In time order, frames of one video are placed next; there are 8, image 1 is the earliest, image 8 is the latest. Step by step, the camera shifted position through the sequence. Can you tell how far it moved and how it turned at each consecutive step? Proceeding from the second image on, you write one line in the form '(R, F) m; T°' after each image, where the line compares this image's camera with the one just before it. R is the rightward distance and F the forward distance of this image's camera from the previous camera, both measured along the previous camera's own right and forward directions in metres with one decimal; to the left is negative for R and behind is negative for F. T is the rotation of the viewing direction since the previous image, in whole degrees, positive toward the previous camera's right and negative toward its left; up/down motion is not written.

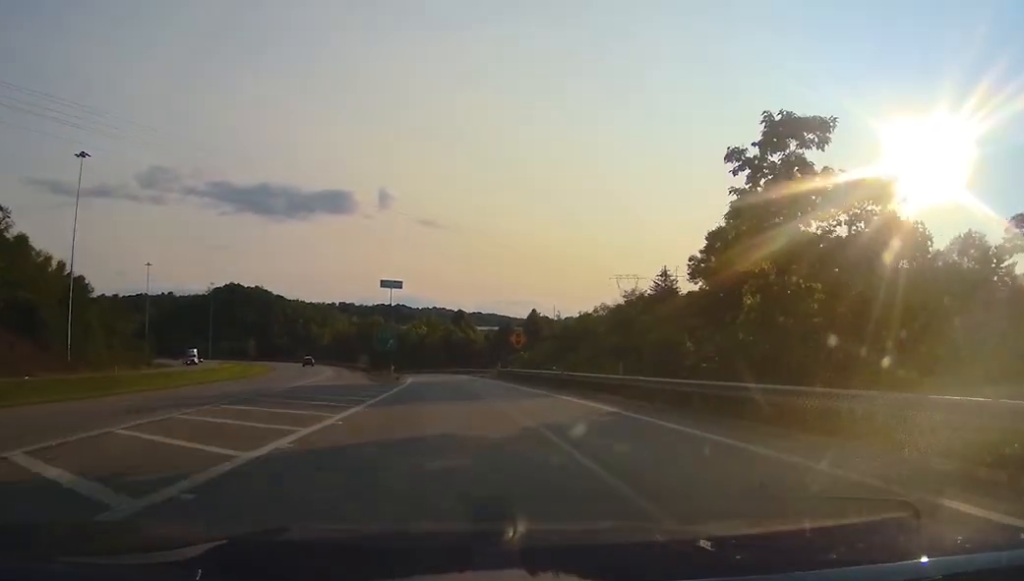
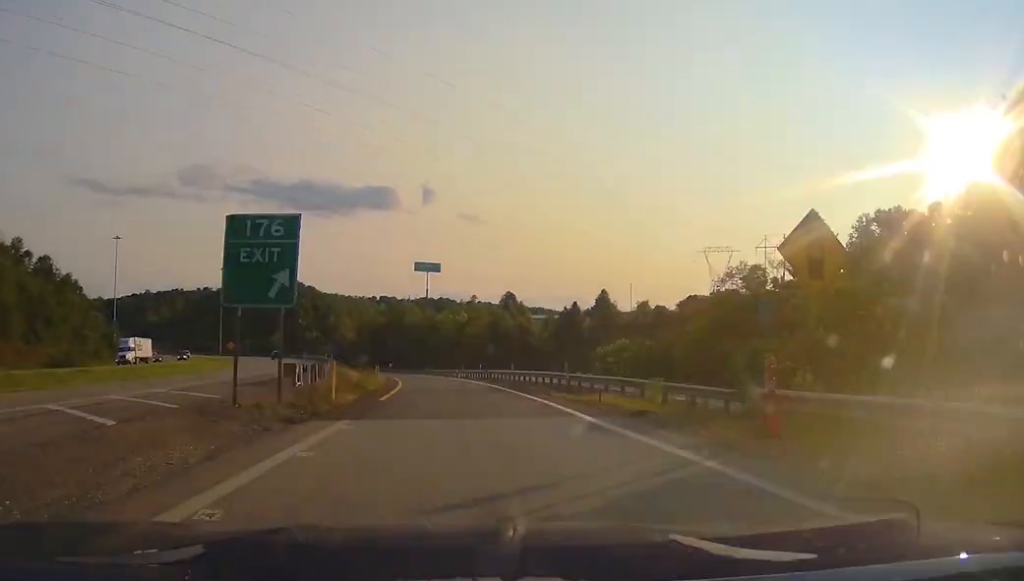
(-2.0, +44.2) m; -6°
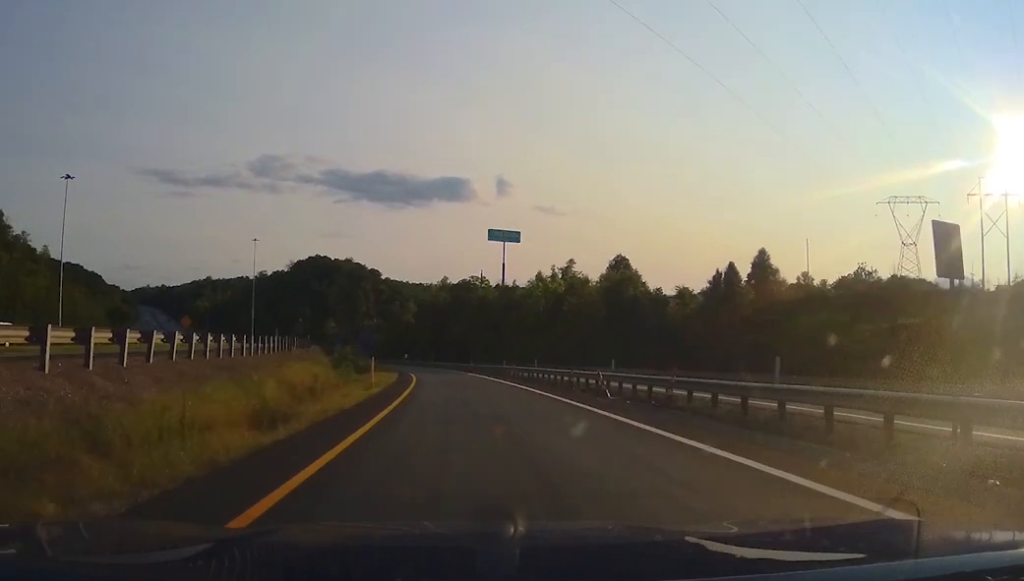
(-1.7, +51.7) m; -4°
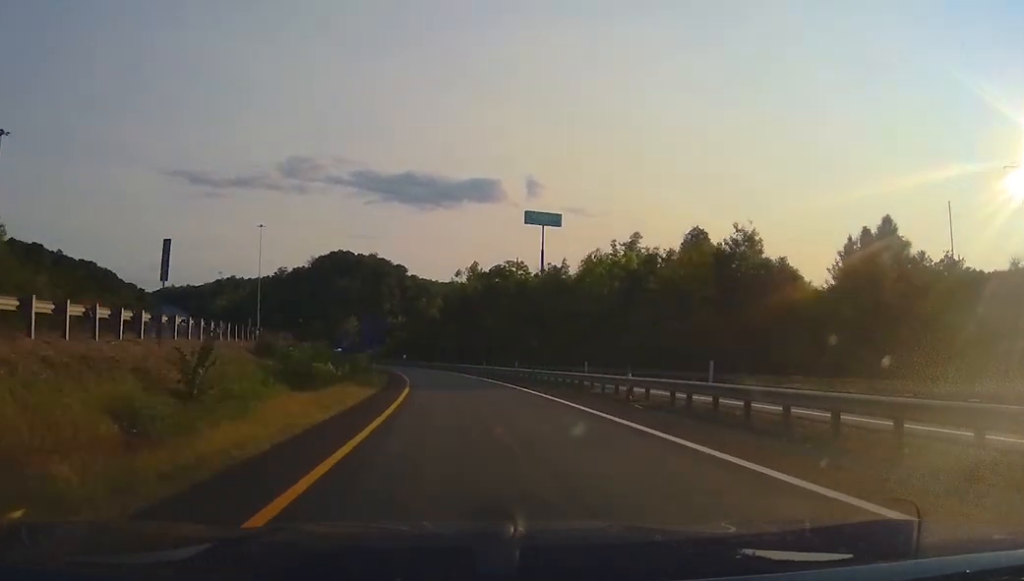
(-0.7, +28.2) m; -4°
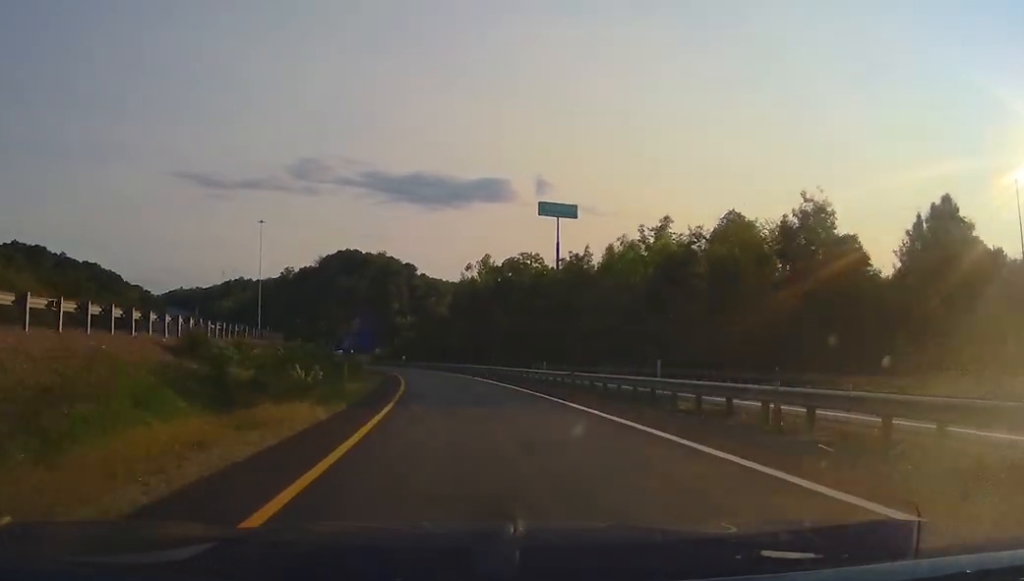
(+0.2, +10.5) m; -2°
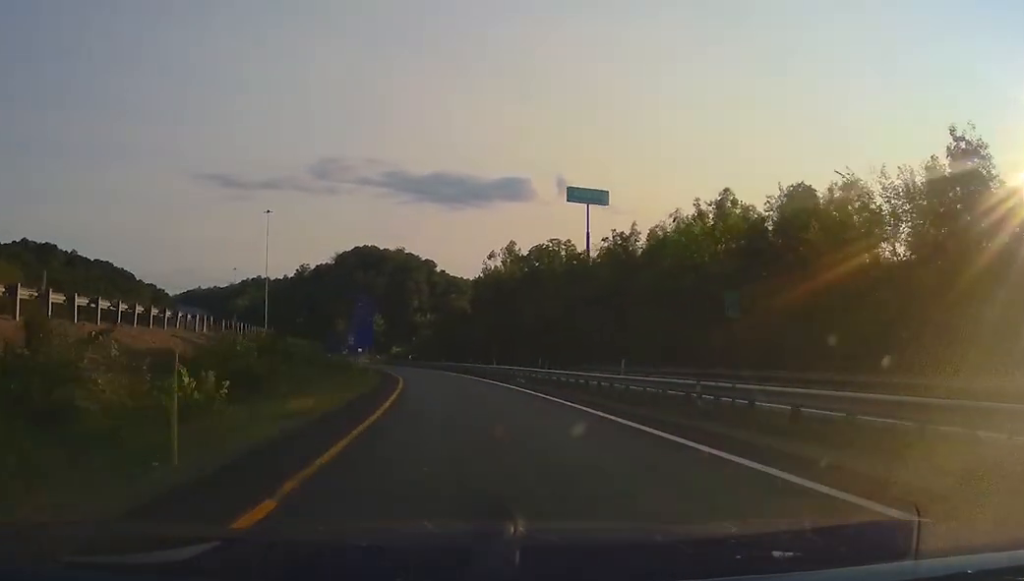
(-0.7, +14.6) m; -2°
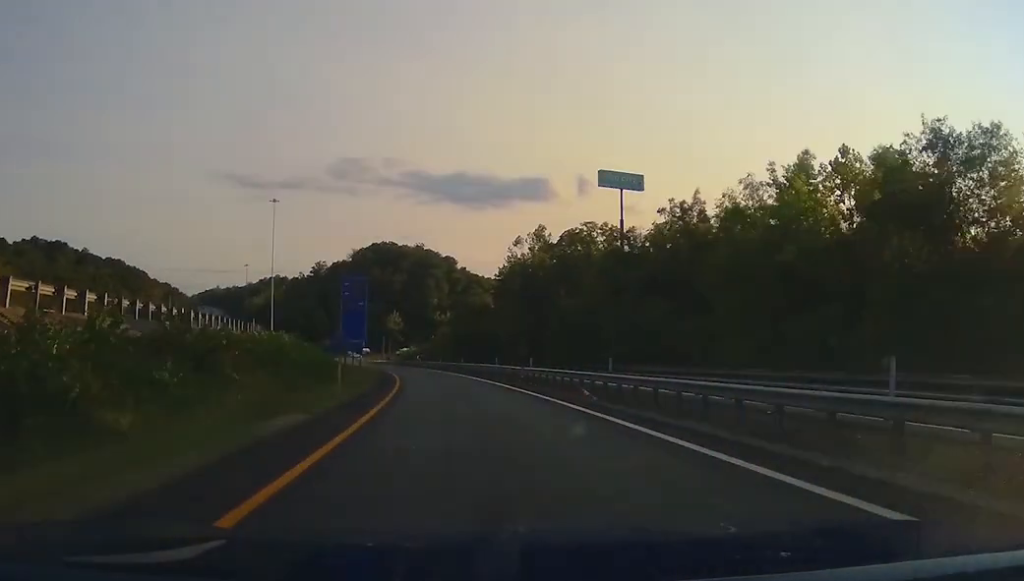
(-0.3, +14.5) m; -1°
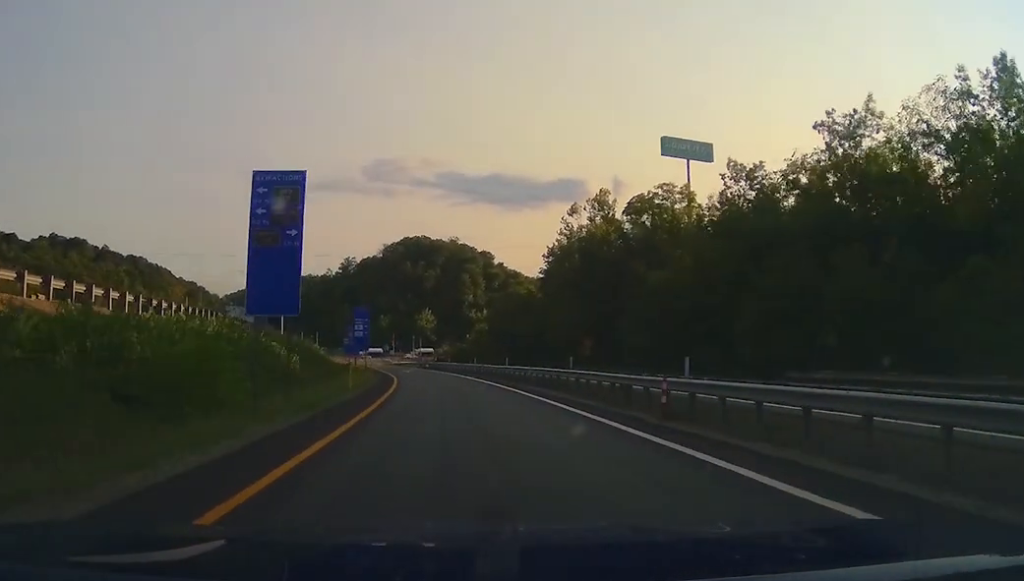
(0.0, +23.5) m; -1°
